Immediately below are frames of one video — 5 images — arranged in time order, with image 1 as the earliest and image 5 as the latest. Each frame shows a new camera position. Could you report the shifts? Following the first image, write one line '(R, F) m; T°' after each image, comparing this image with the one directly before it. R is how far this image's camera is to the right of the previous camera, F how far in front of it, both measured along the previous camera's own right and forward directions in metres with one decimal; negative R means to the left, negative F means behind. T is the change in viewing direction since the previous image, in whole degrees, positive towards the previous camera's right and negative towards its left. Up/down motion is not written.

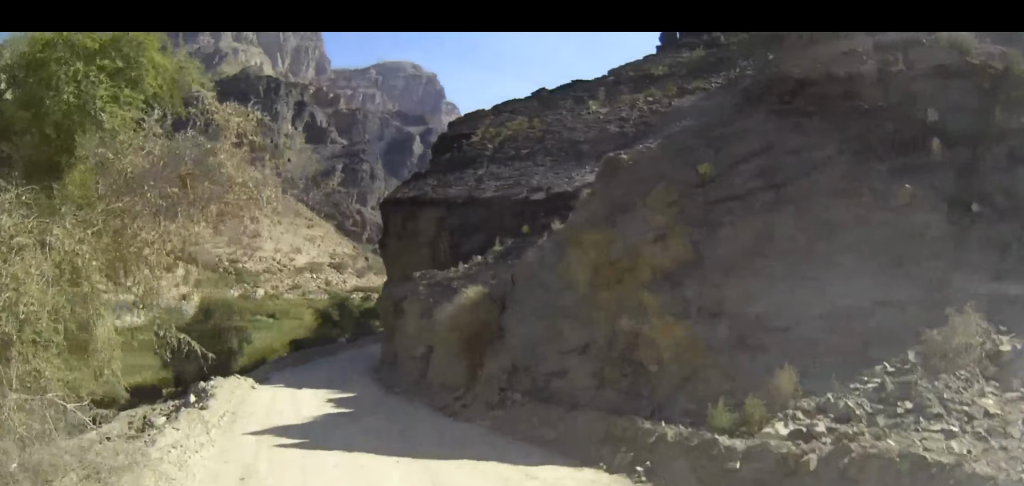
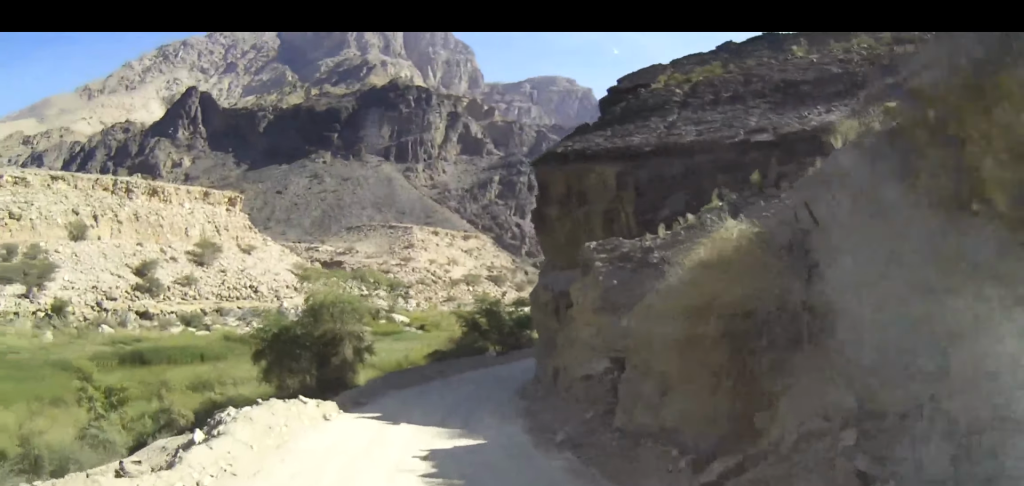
(-0.9, +9.2) m; -9°
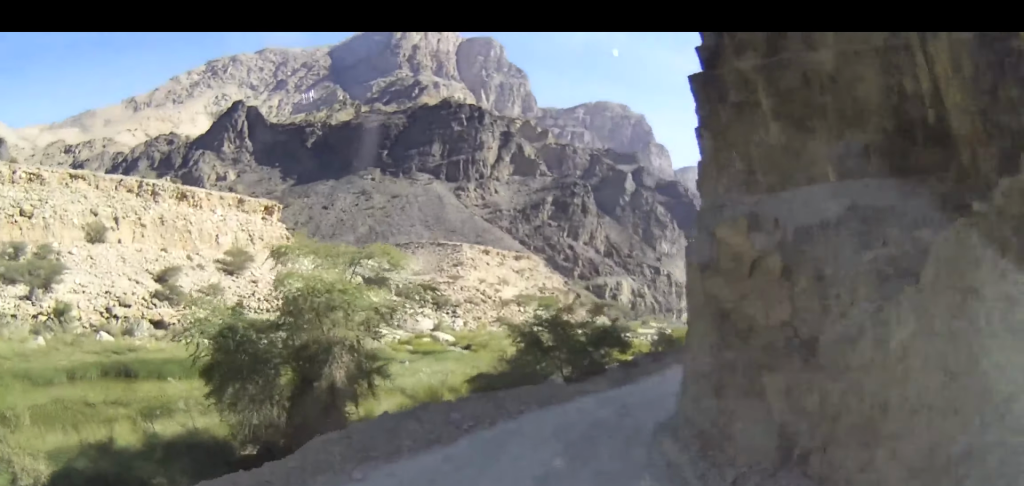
(-0.8, +12.8) m; -4°
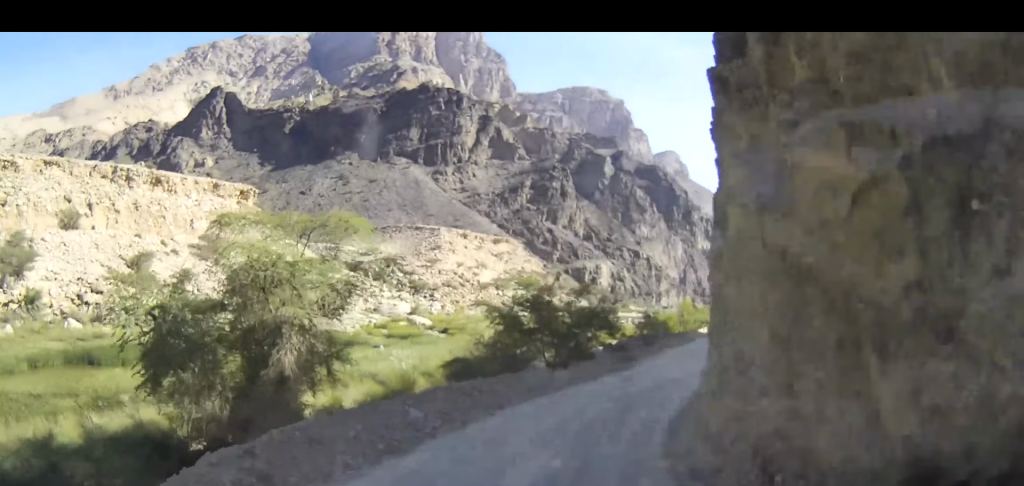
(-0.1, +3.0) m; +1°
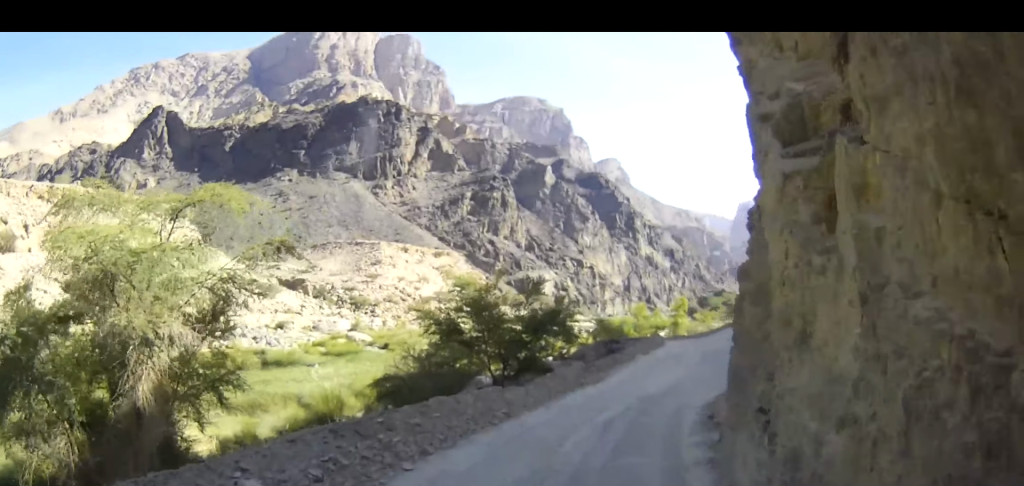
(+0.2, +6.2) m; +7°
